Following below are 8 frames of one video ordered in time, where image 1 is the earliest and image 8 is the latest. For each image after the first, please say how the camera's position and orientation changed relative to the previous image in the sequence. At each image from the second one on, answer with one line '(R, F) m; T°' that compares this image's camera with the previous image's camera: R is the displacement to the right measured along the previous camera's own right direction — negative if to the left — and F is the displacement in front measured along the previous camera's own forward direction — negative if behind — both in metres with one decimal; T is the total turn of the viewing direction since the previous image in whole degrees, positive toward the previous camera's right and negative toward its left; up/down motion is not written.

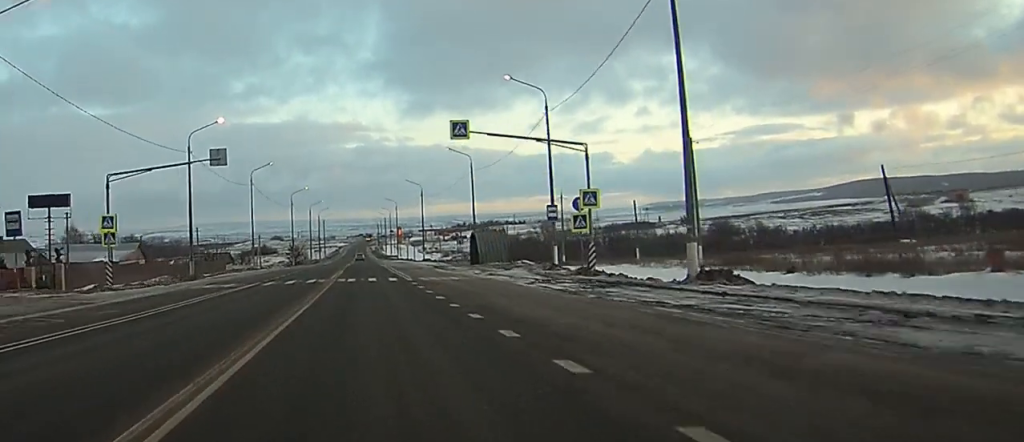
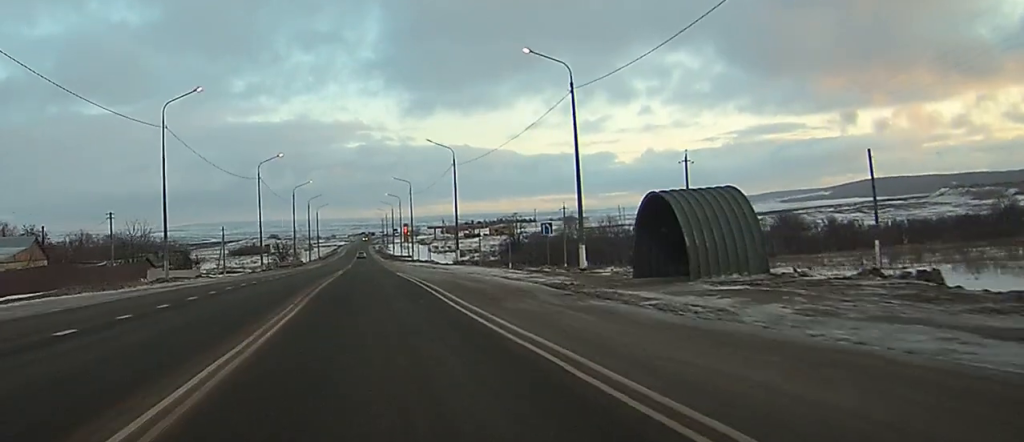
(-0.1, +44.9) m; 0°
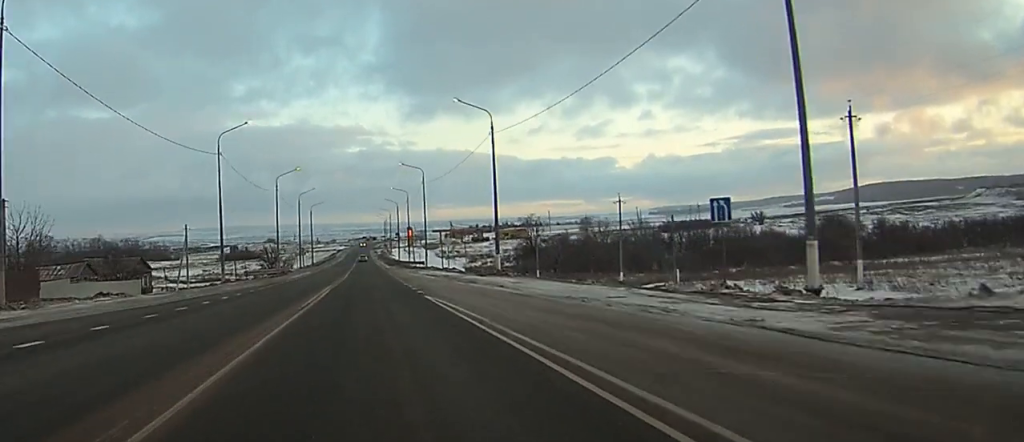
(0.0, +25.8) m; 0°
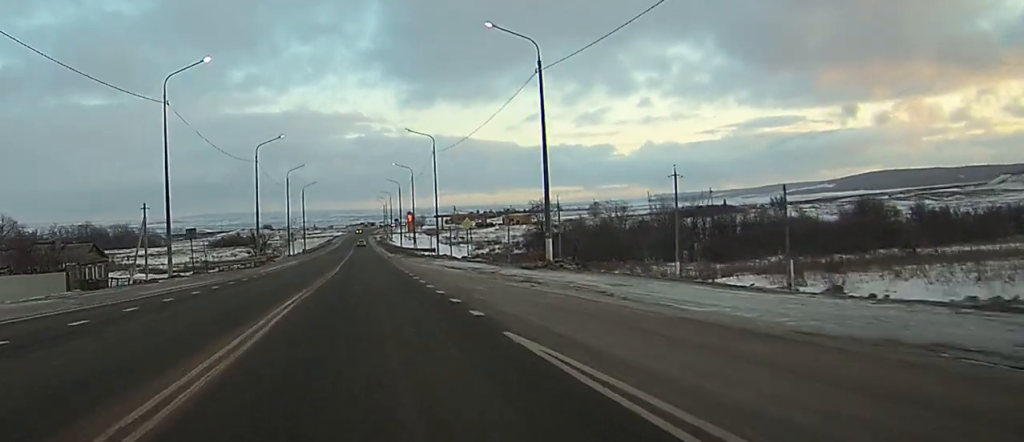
(0.0, +17.7) m; 0°
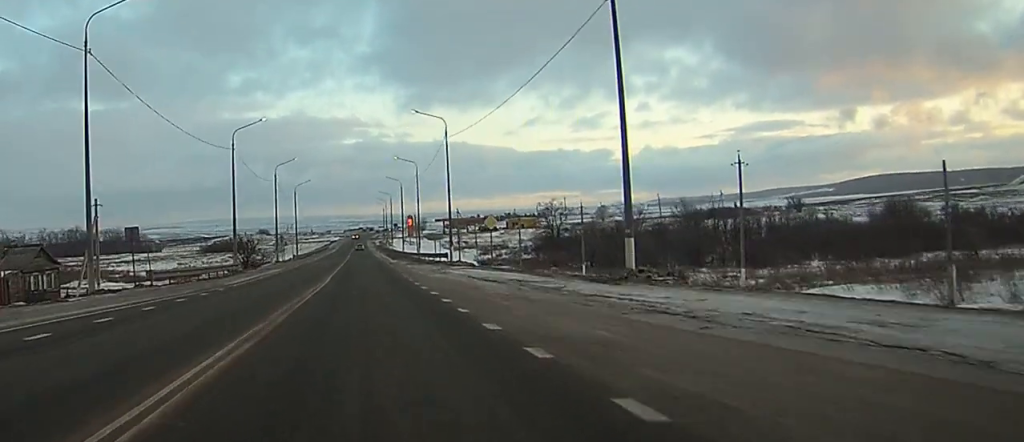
(0.0, +14.0) m; 0°
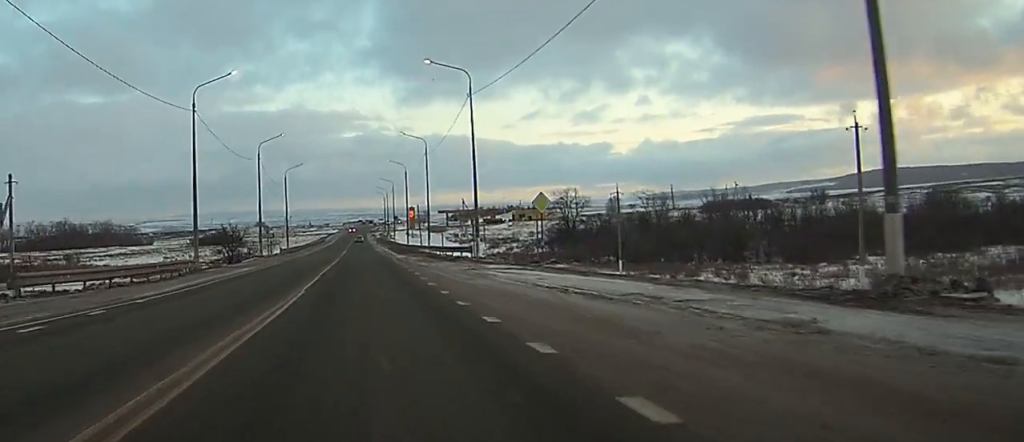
(0.0, +16.3) m; +1°
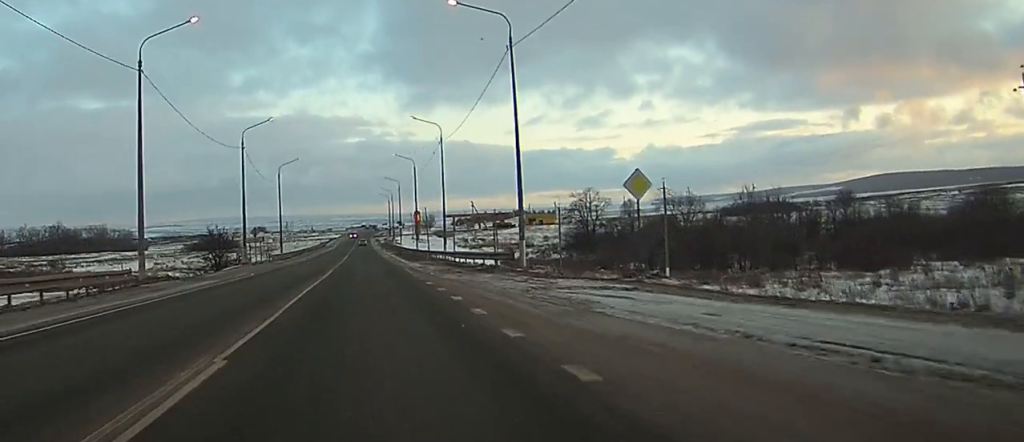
(0.0, +14.1) m; +1°
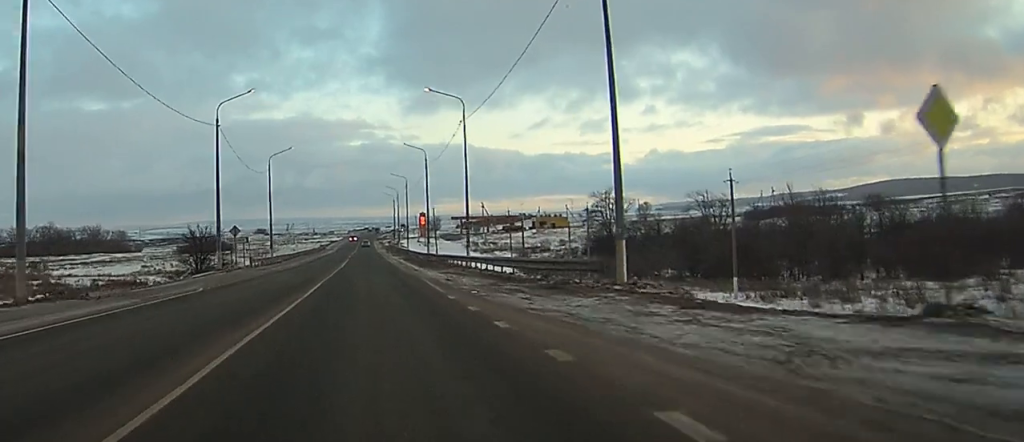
(+0.3, +14.8) m; -1°
